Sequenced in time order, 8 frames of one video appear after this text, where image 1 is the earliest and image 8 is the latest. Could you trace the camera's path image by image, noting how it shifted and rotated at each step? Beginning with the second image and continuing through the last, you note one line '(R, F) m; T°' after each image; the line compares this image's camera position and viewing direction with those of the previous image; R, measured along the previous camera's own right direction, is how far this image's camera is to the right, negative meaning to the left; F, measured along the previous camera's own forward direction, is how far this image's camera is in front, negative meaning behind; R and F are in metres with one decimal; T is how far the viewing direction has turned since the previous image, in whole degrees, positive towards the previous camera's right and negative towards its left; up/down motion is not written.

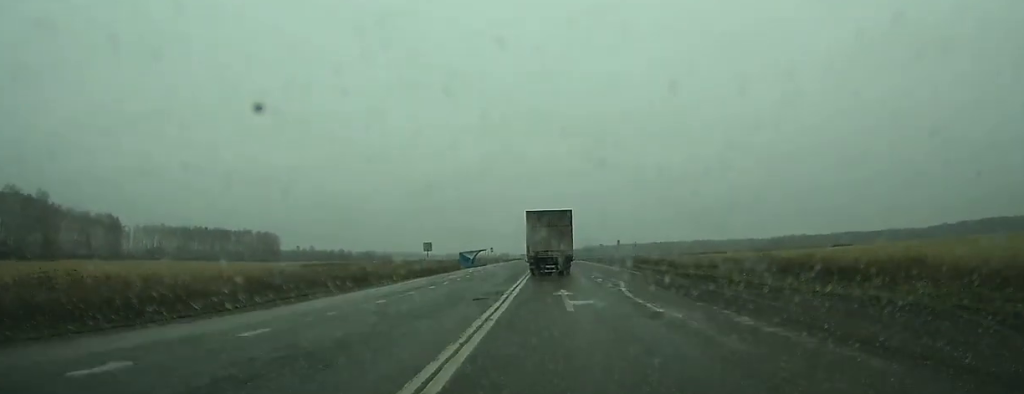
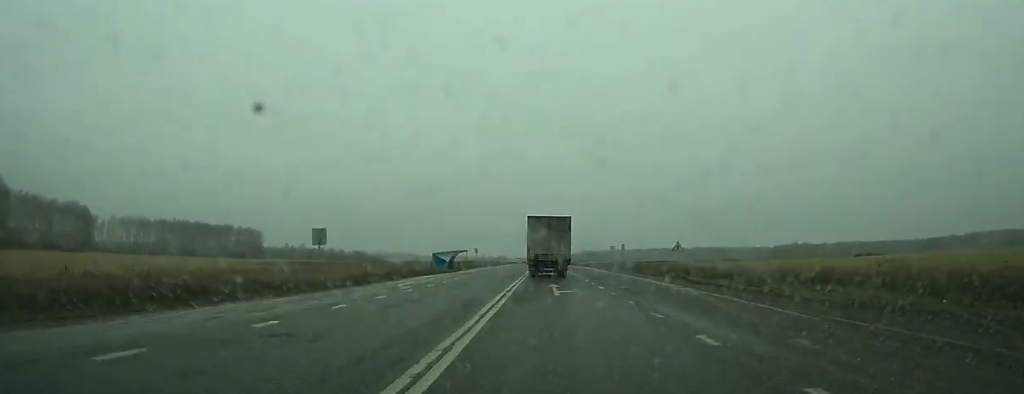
(+0.1, +23.6) m; 0°
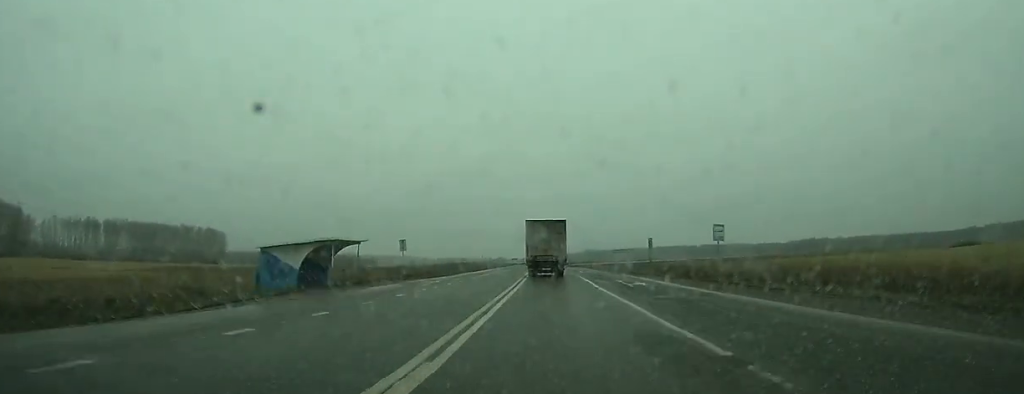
(+0.1, +50.0) m; 0°
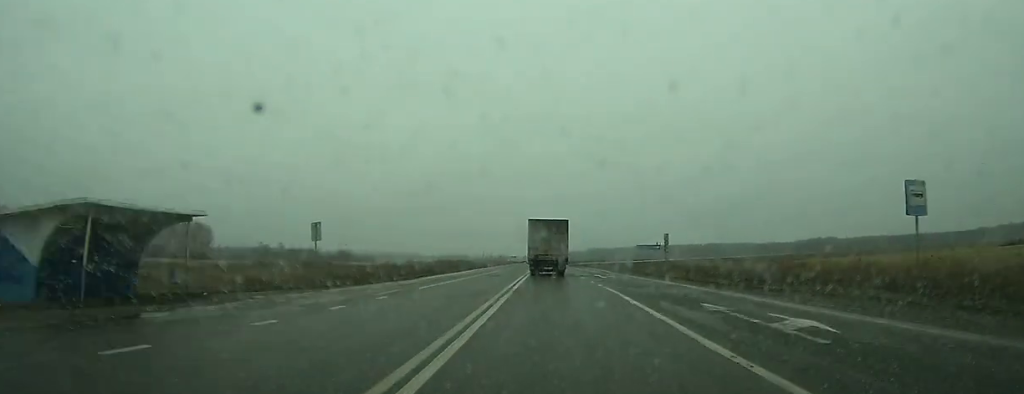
(0.0, +17.5) m; 0°
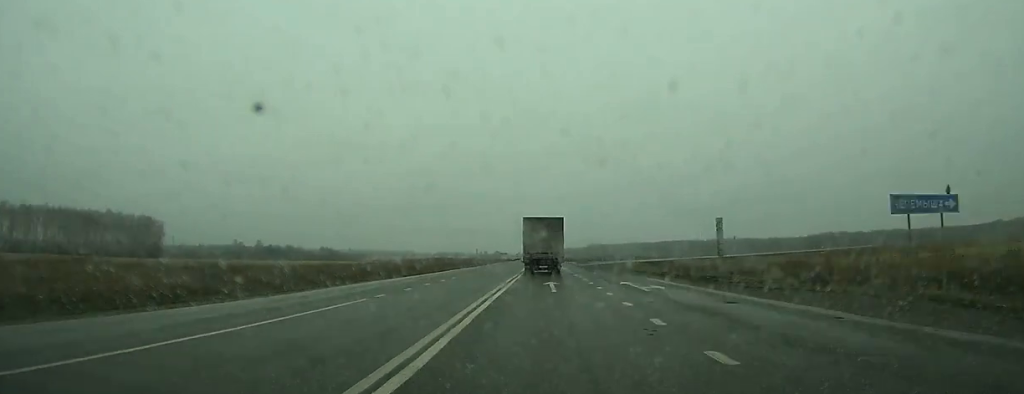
(0.0, +45.2) m; 0°
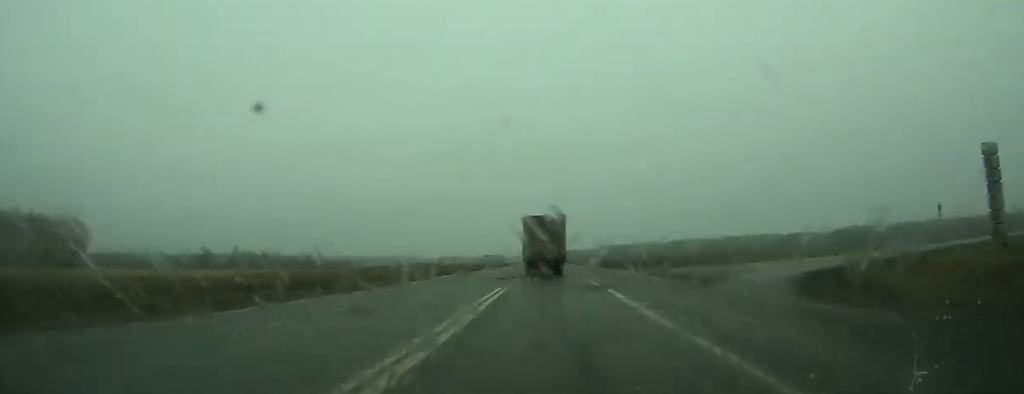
(-0.3, +64.6) m; -1°
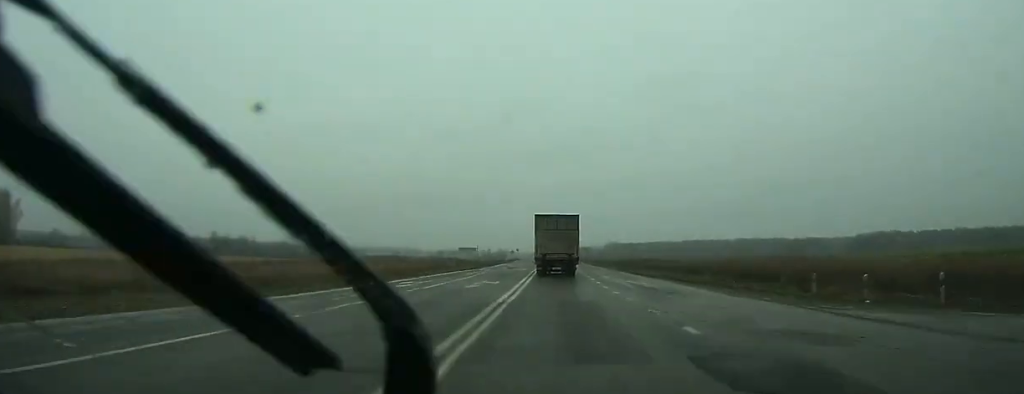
(-0.3, +45.2) m; 0°
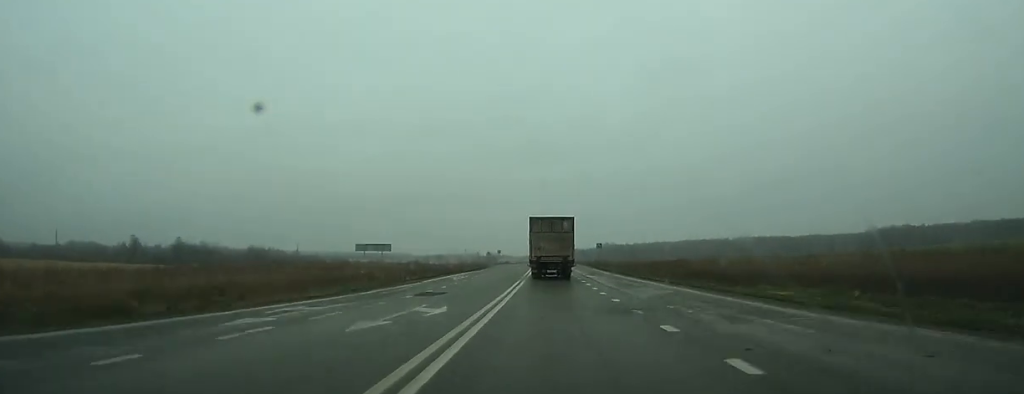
(0.0, +41.4) m; 0°
